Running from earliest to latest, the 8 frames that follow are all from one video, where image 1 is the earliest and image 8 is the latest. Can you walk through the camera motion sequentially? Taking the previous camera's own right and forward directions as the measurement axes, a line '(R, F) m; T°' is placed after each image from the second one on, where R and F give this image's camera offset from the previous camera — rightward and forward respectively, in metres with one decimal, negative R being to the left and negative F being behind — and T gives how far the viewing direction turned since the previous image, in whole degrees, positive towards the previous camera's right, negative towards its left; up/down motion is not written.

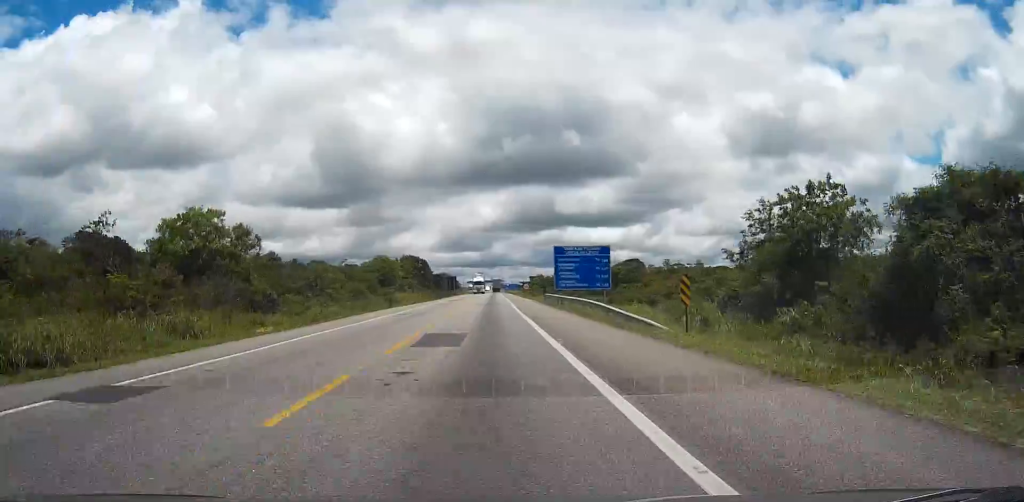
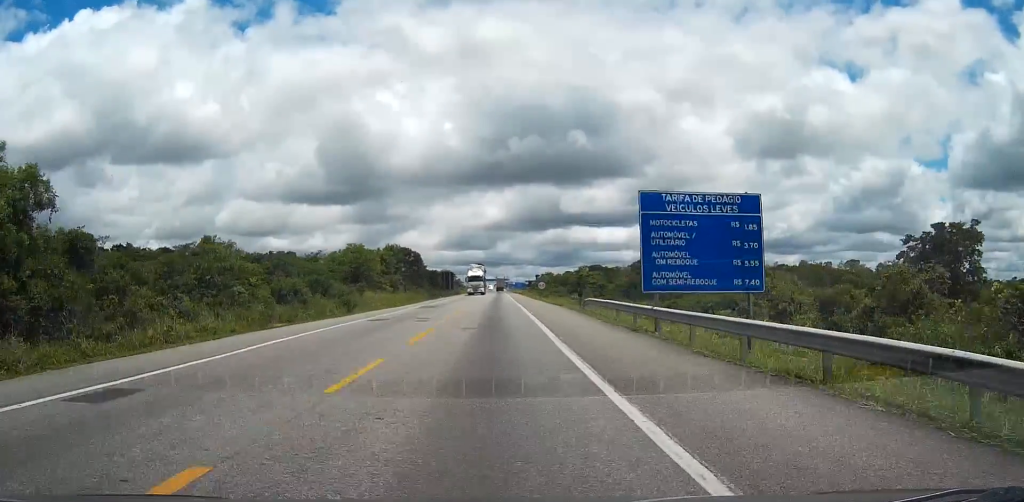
(-0.2, +30.7) m; 0°
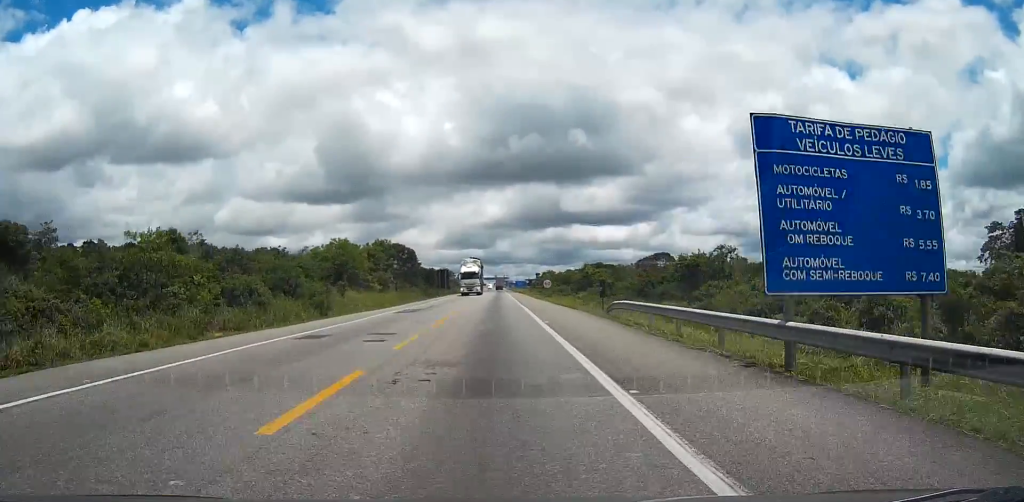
(0.0, +10.7) m; 0°
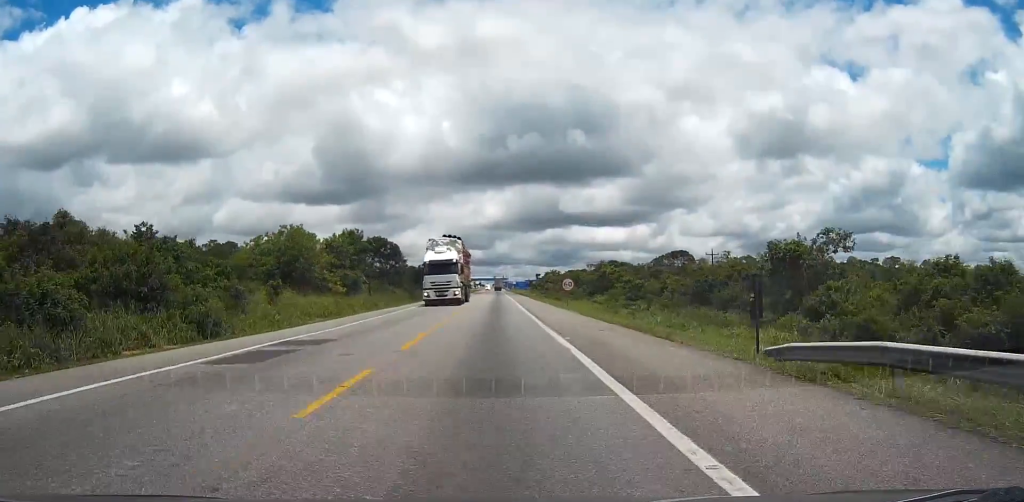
(0.0, +23.8) m; 0°
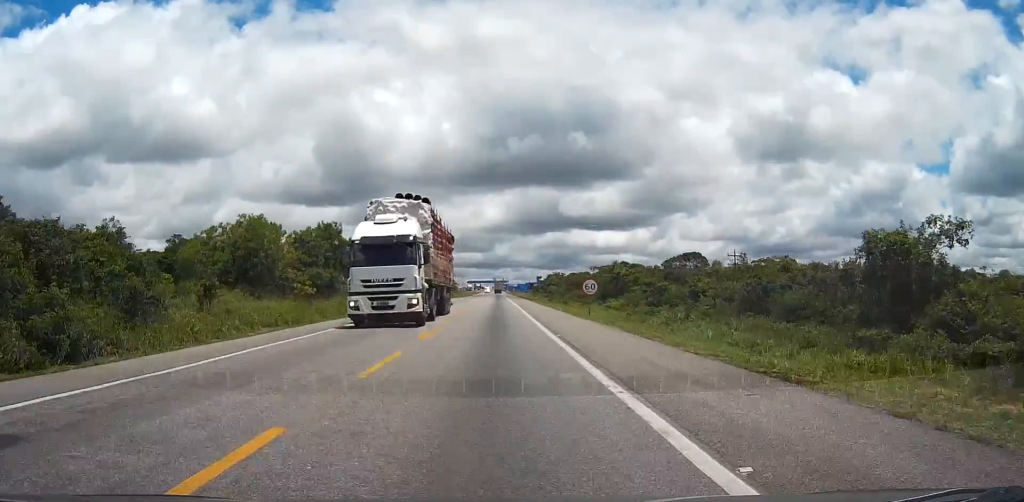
(0.0, +13.1) m; 0°
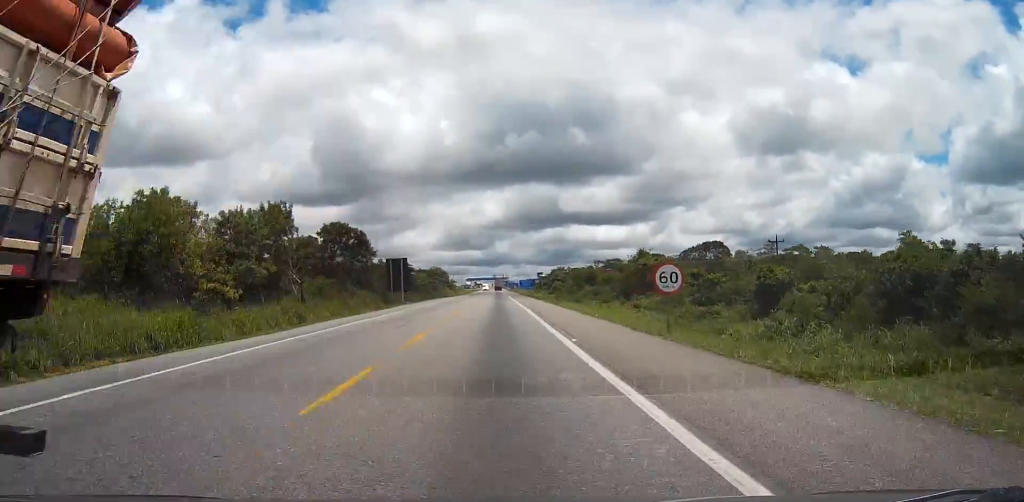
(0.0, +19.6) m; 0°
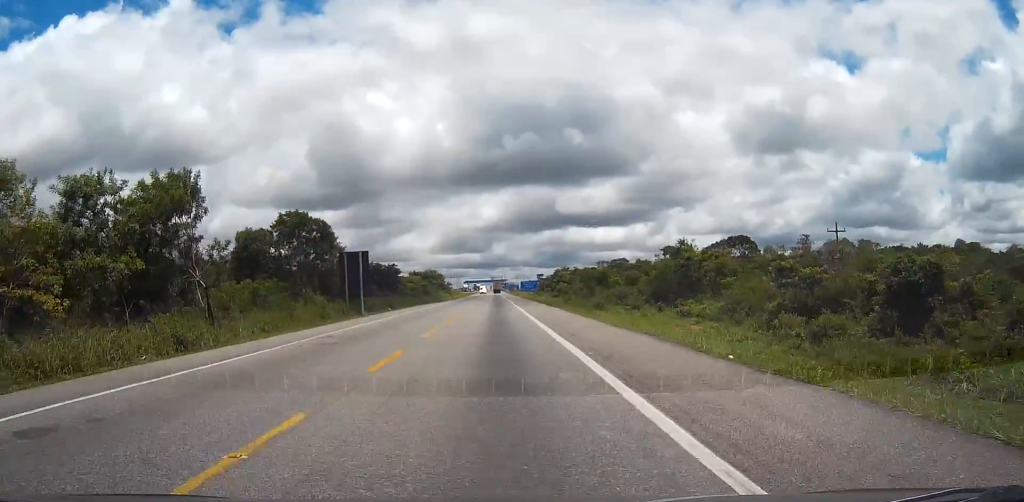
(0.0, +20.3) m; 0°
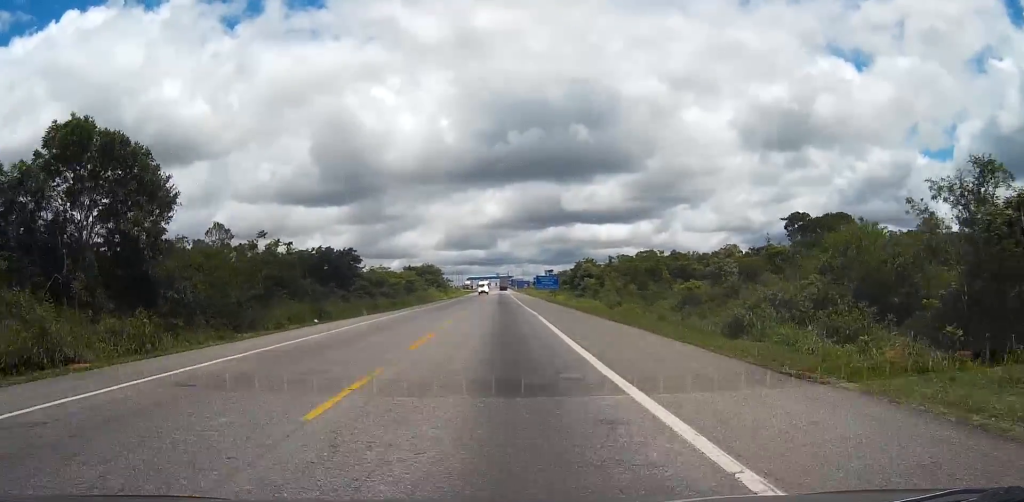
(0.0, +45.2) m; 0°
